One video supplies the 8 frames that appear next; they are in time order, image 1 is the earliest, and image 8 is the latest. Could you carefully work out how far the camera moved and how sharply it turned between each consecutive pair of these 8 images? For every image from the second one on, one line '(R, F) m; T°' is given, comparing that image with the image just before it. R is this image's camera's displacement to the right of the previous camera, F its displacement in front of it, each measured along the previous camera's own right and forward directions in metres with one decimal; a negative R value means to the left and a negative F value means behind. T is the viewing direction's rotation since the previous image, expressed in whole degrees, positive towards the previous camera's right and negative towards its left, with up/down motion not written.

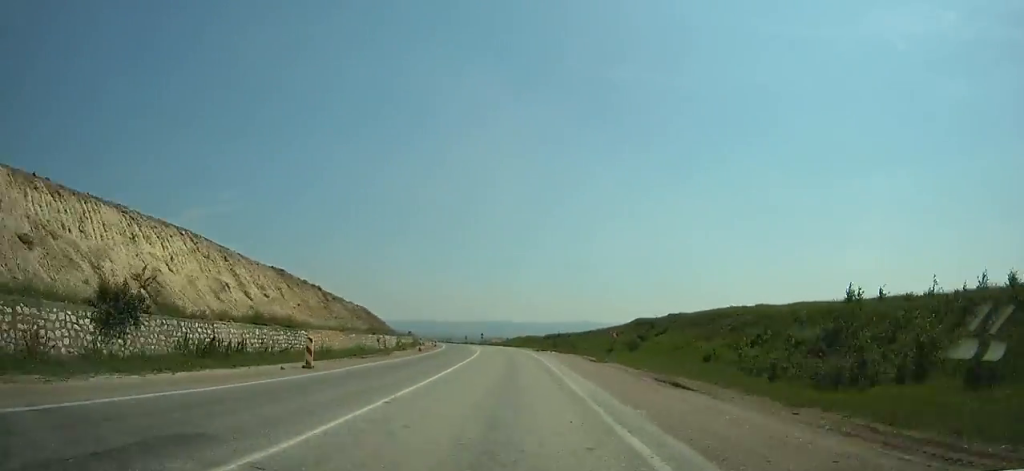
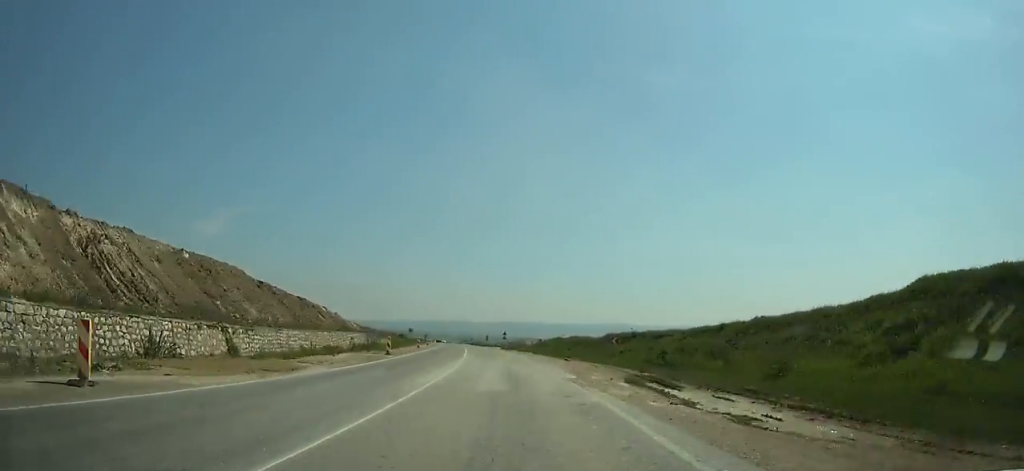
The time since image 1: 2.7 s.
(-1.0, +45.2) m; -4°
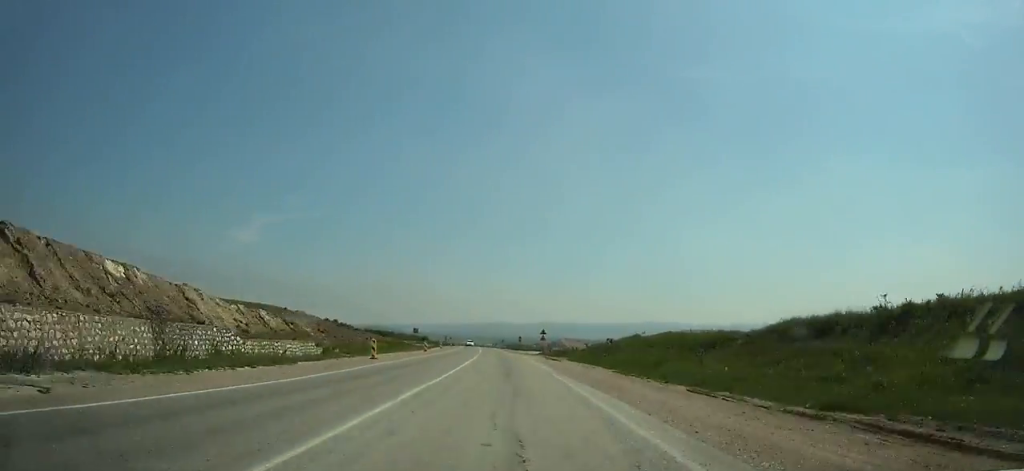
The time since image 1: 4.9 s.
(-1.3, +36.5) m; -3°
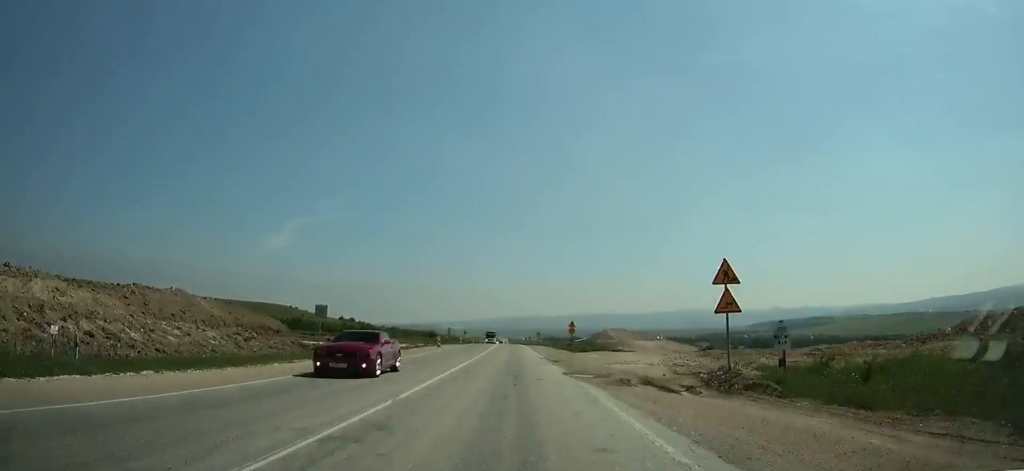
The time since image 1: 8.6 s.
(-2.6, +61.3) m; -4°
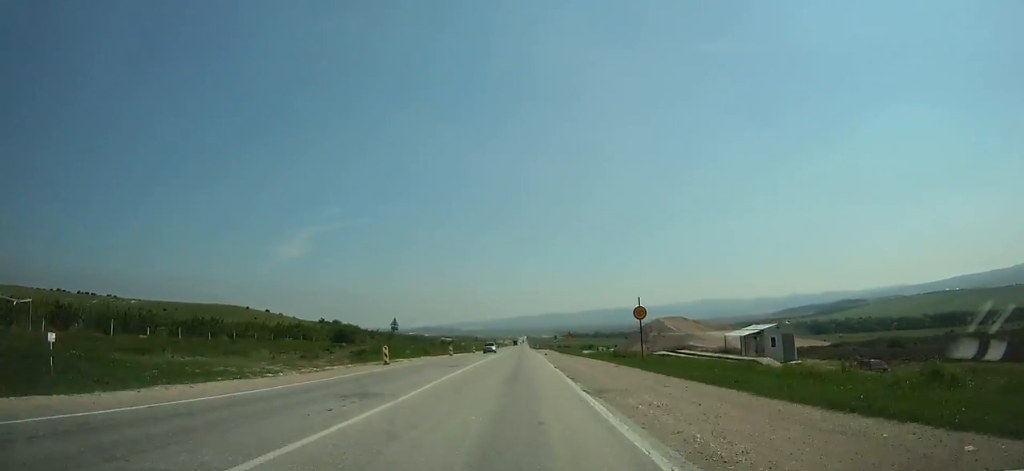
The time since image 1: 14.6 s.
(-2.4, +100.6) m; -2°
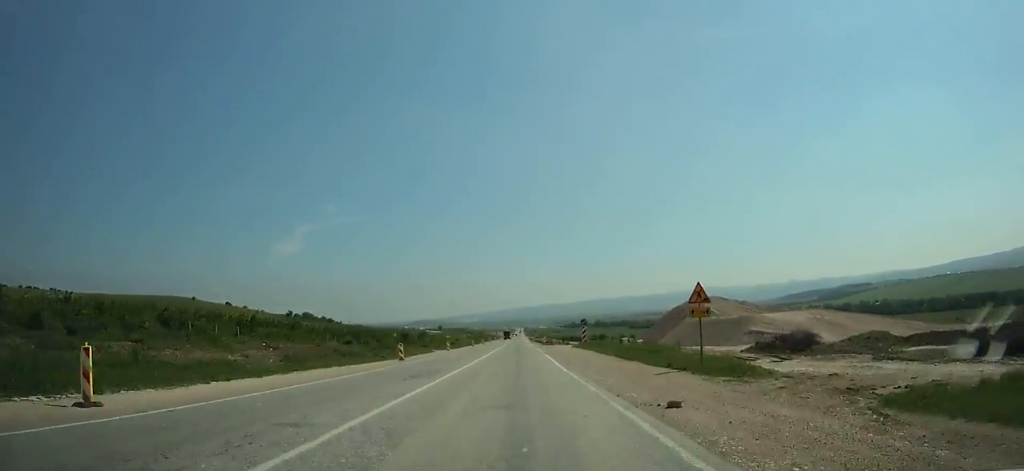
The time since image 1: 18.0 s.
(-0.2, +57.7) m; 0°
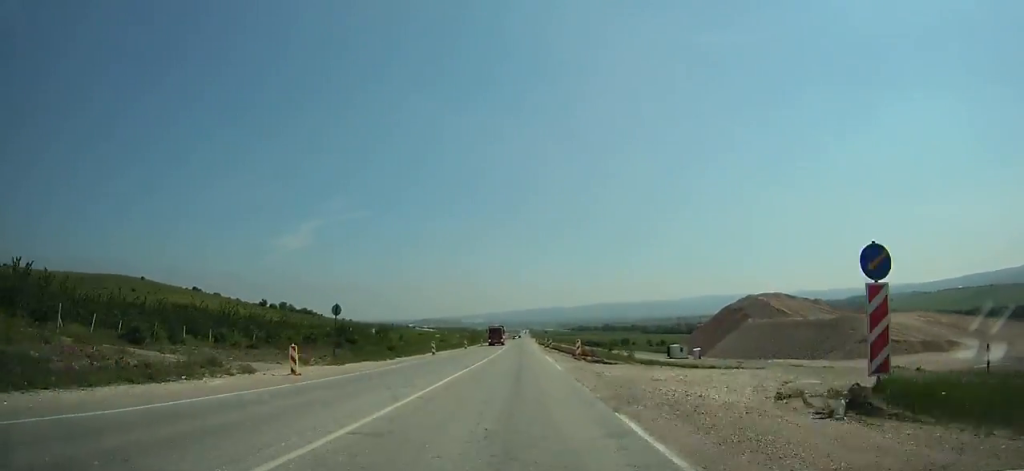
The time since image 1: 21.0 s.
(0.0, +51.1) m; 0°
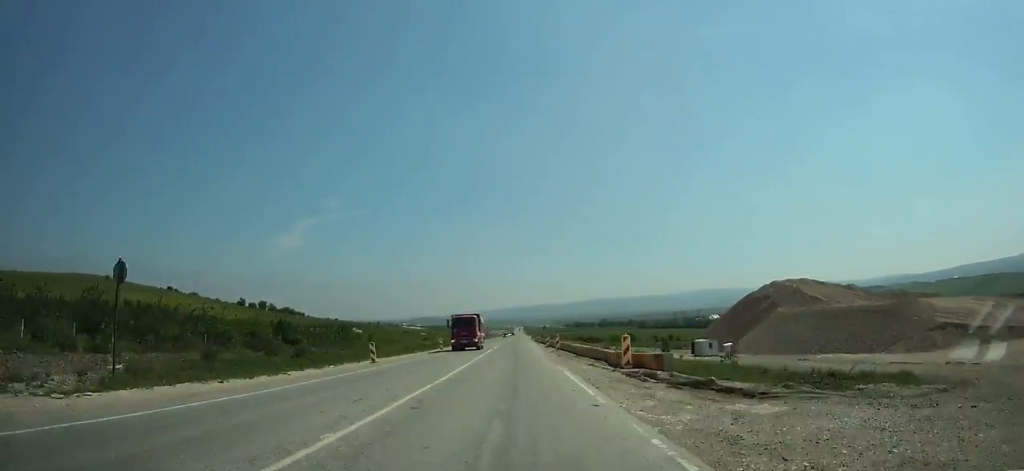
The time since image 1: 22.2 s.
(0.0, +20.5) m; 0°
